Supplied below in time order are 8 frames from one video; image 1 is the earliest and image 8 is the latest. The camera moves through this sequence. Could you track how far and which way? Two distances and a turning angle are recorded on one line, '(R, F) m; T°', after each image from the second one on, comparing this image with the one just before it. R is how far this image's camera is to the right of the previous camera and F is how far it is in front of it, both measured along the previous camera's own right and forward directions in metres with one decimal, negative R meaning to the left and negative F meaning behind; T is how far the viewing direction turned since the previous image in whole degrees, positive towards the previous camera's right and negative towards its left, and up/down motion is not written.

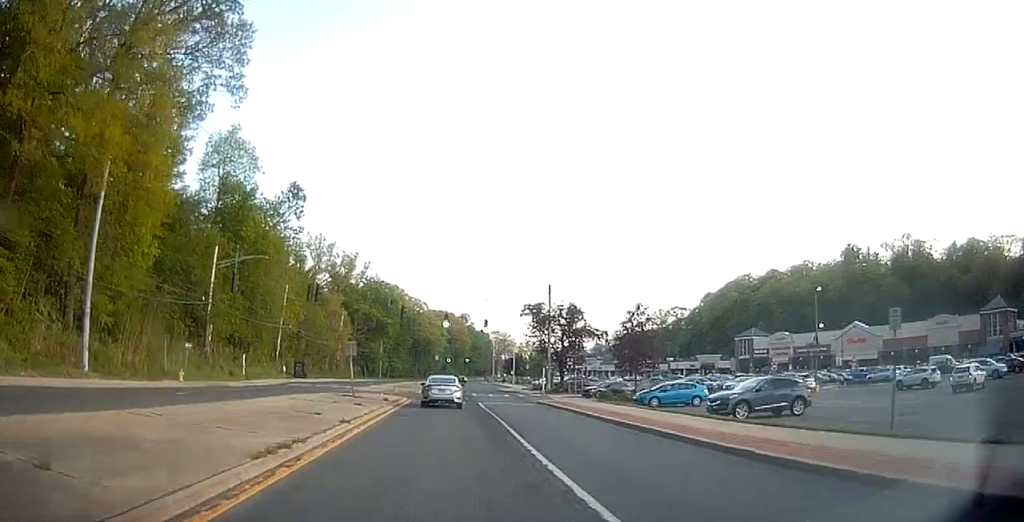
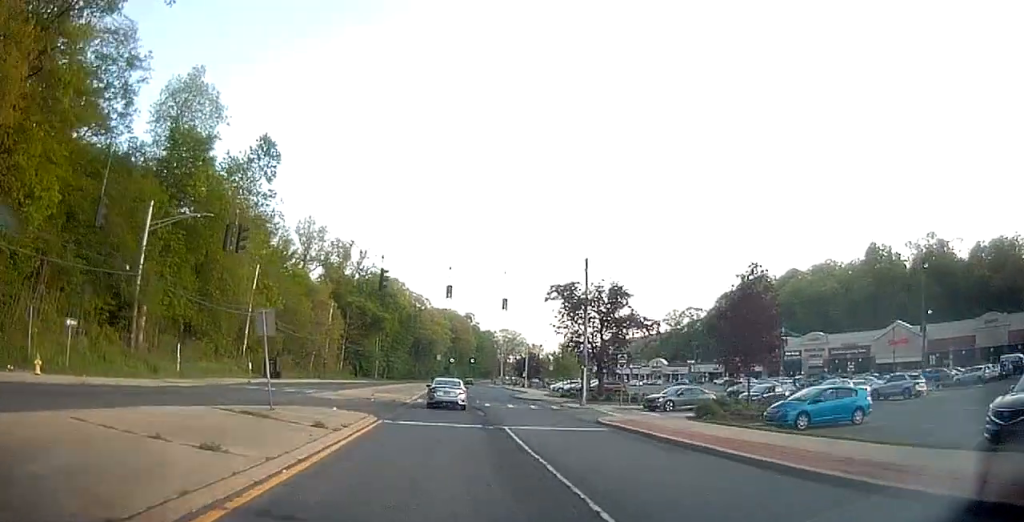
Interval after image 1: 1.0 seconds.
(0.0, +15.3) m; 0°
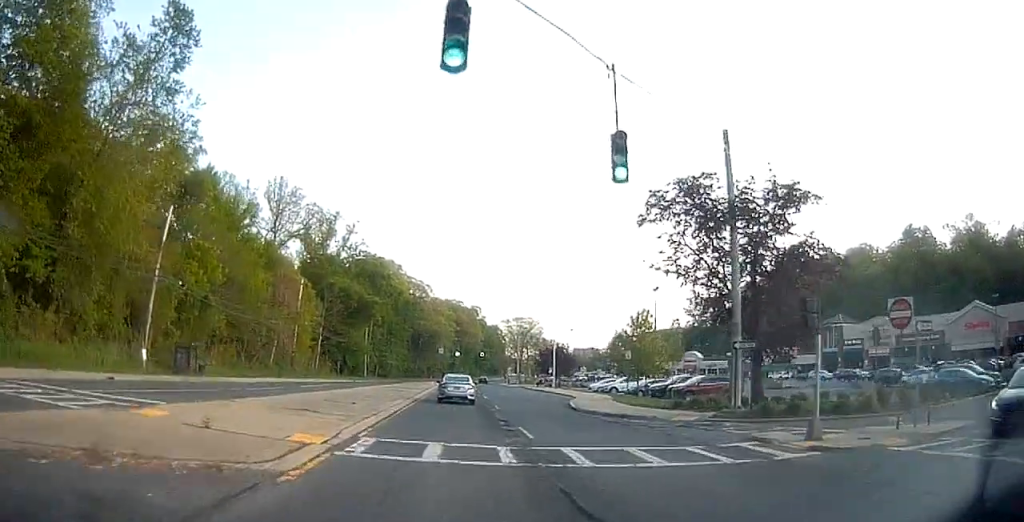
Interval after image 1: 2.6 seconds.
(+0.3, +24.2) m; +1°
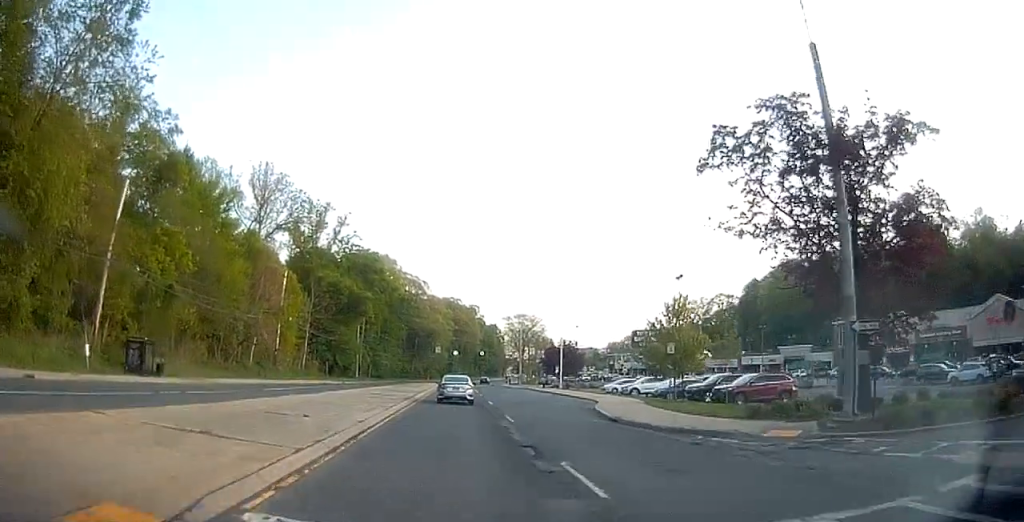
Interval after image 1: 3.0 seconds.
(-0.1, +7.2) m; -1°
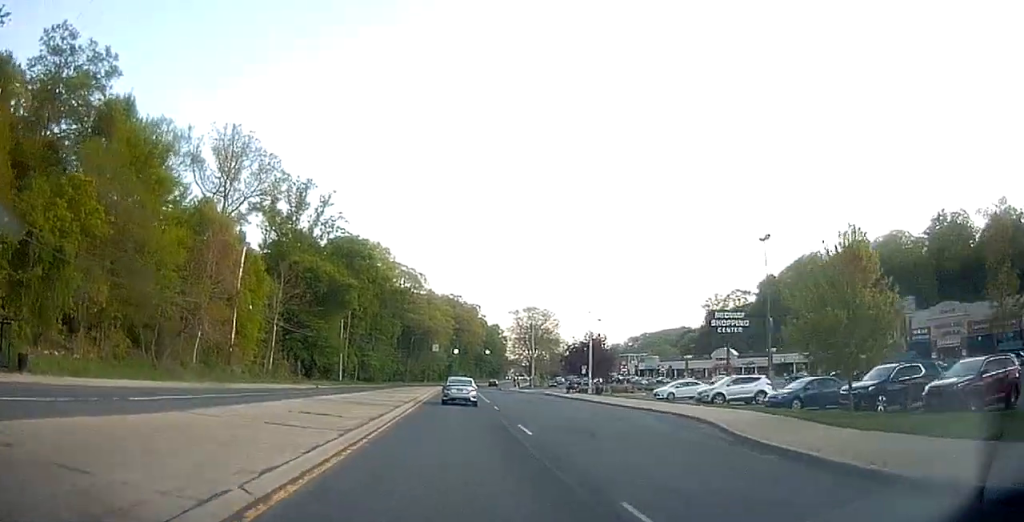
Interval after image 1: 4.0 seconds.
(-0.2, +15.8) m; 0°
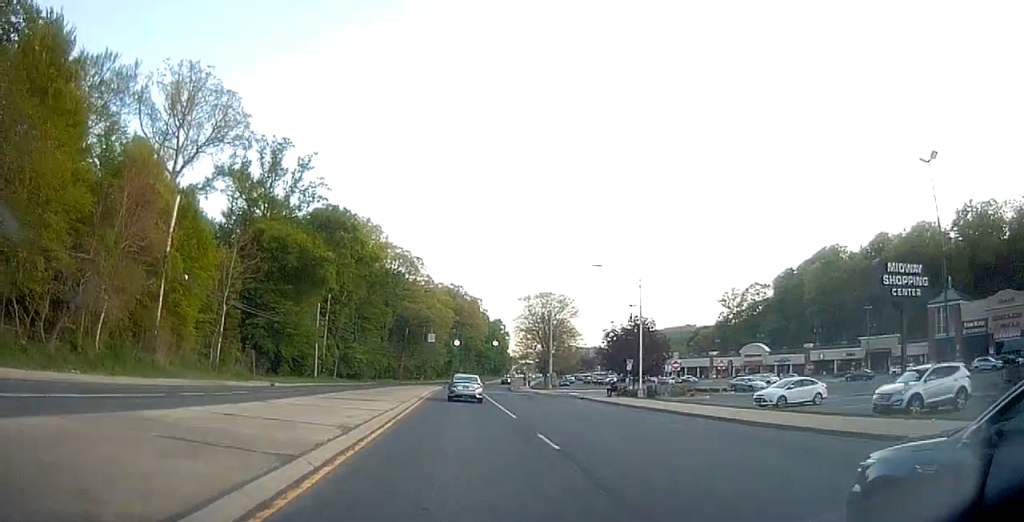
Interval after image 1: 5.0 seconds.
(+0.1, +16.1) m; +1°
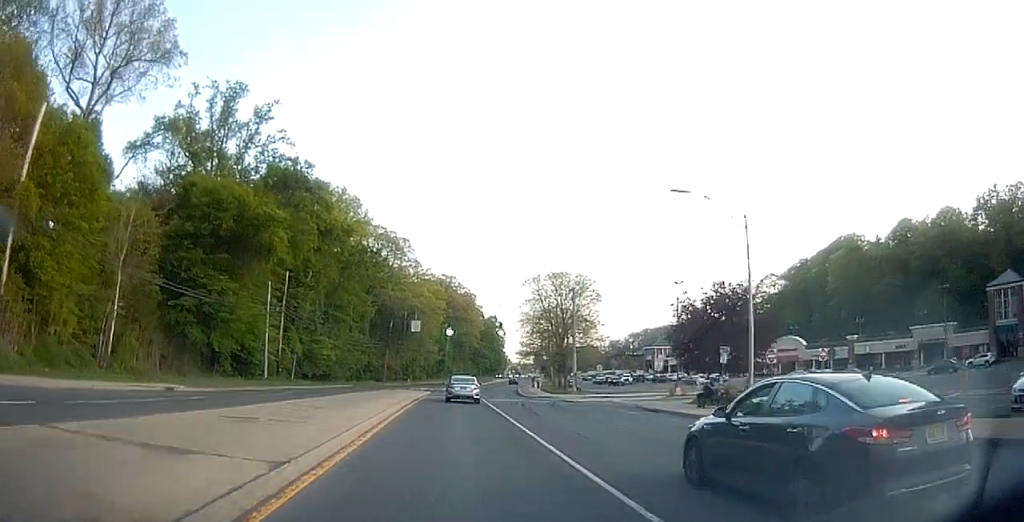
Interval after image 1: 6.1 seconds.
(+0.2, +17.7) m; 0°
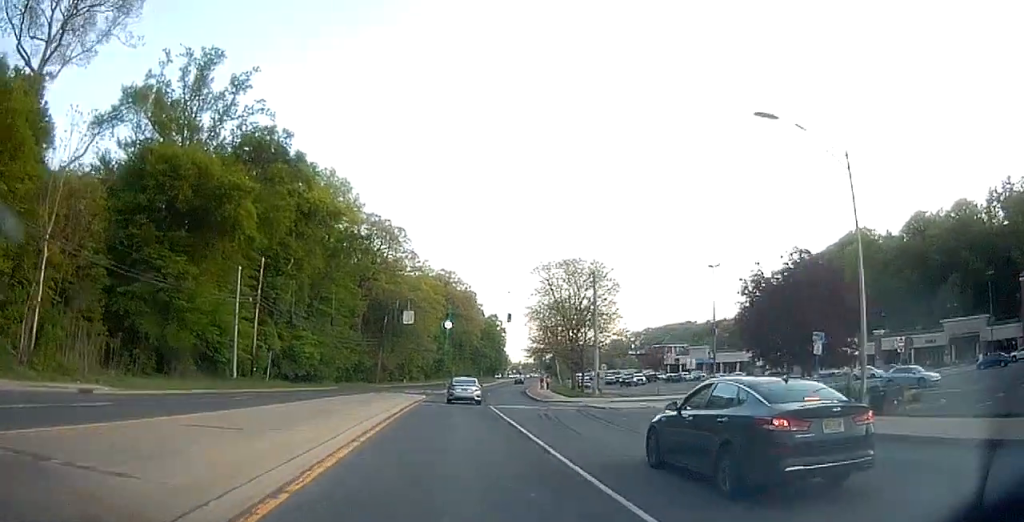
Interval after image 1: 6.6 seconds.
(-0.1, +8.4) m; -1°
